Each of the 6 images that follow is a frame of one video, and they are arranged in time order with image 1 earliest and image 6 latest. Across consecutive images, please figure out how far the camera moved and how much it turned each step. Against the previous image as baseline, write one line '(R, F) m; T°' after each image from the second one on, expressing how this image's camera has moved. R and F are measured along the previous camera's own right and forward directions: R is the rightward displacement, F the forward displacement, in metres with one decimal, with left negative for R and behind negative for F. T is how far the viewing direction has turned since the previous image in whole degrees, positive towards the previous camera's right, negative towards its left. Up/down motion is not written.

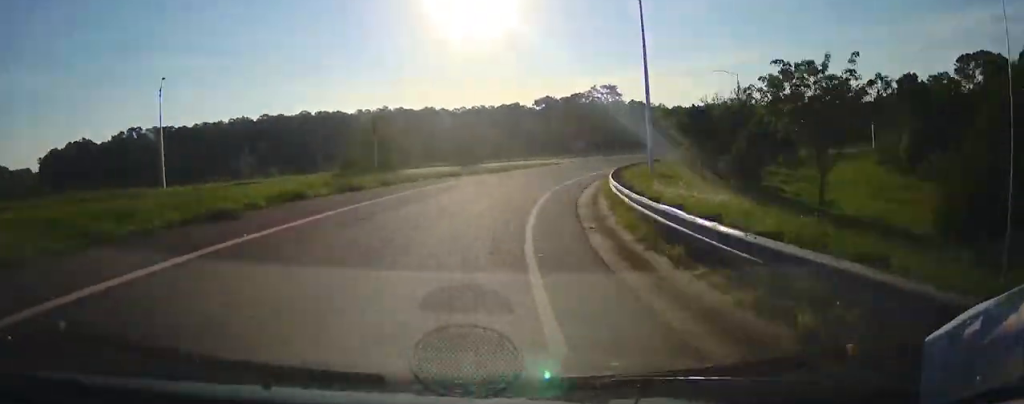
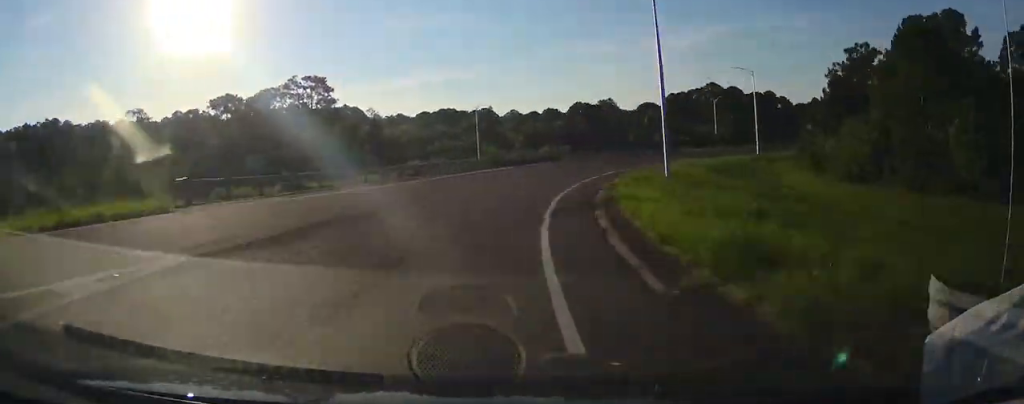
(+12.5, +48.2) m; +31°
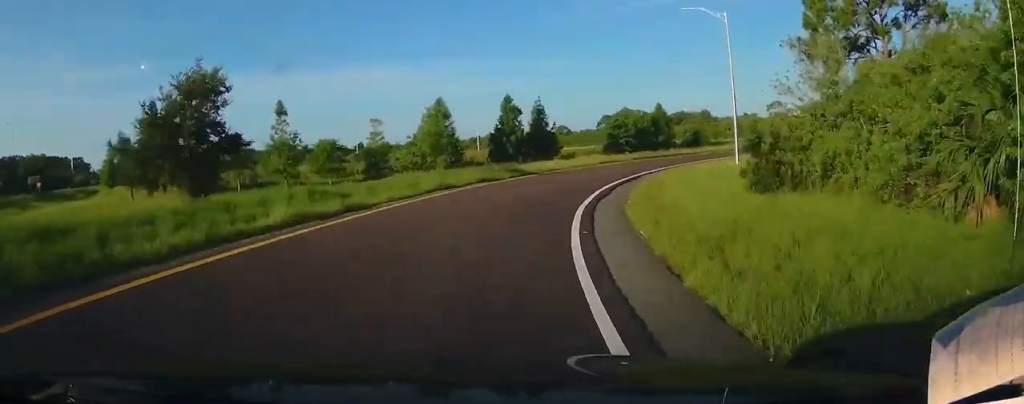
(+83.9, +75.7) m; +99°
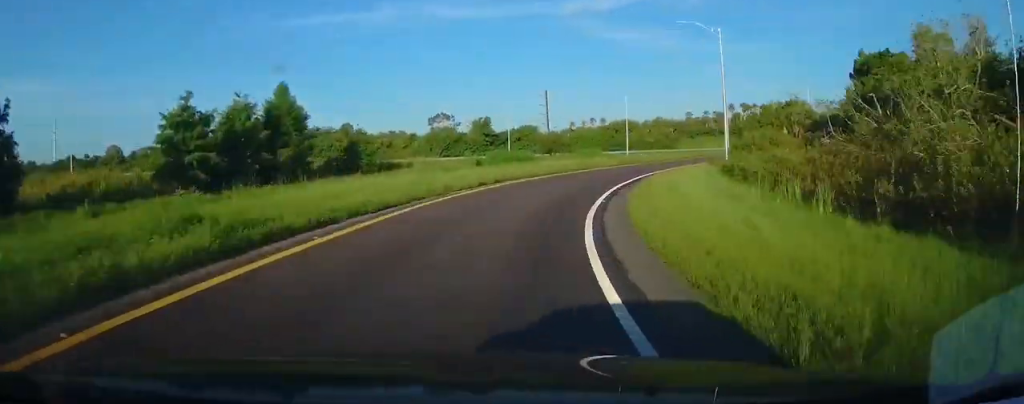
(+17.1, +42.3) m; +32°
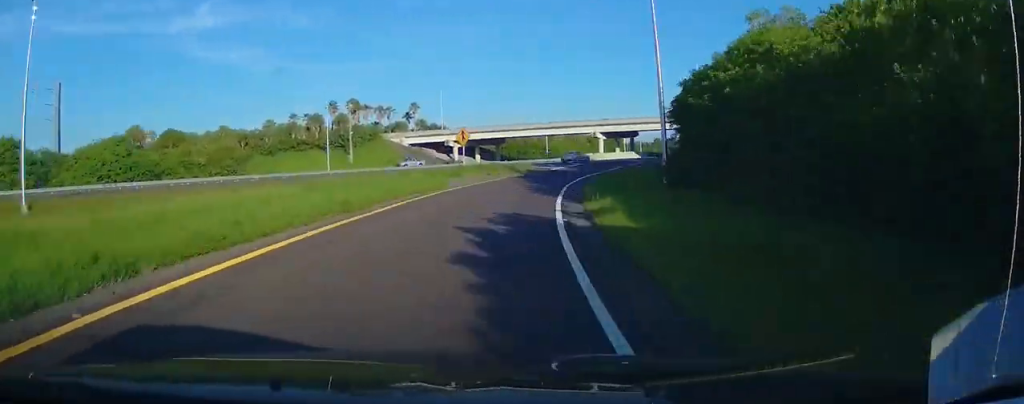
(+27.5, +65.6) m; +41°
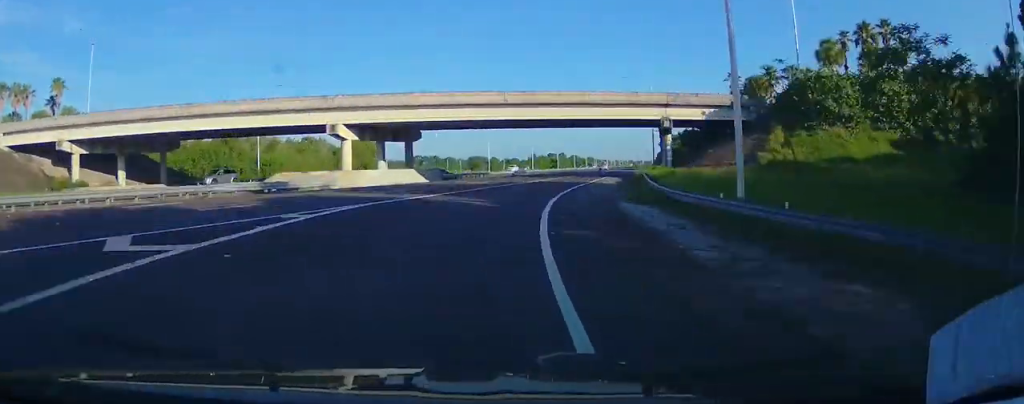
(+15.5, +61.3) m; +19°
